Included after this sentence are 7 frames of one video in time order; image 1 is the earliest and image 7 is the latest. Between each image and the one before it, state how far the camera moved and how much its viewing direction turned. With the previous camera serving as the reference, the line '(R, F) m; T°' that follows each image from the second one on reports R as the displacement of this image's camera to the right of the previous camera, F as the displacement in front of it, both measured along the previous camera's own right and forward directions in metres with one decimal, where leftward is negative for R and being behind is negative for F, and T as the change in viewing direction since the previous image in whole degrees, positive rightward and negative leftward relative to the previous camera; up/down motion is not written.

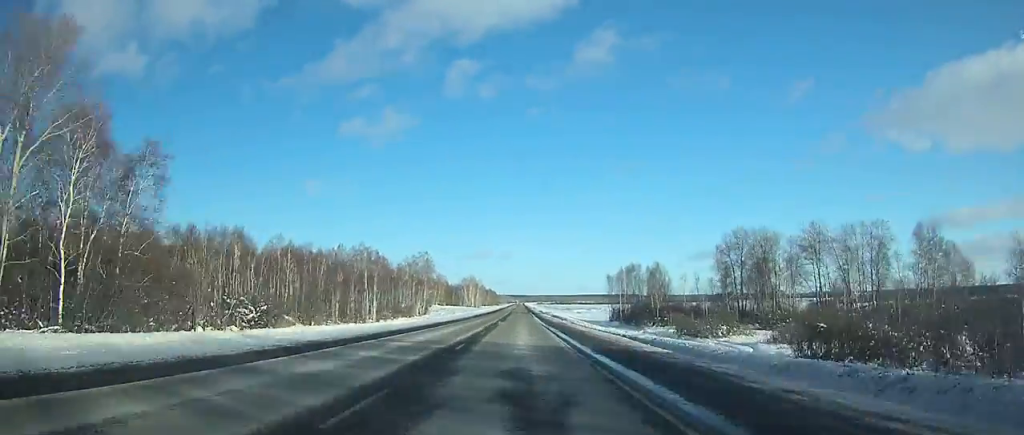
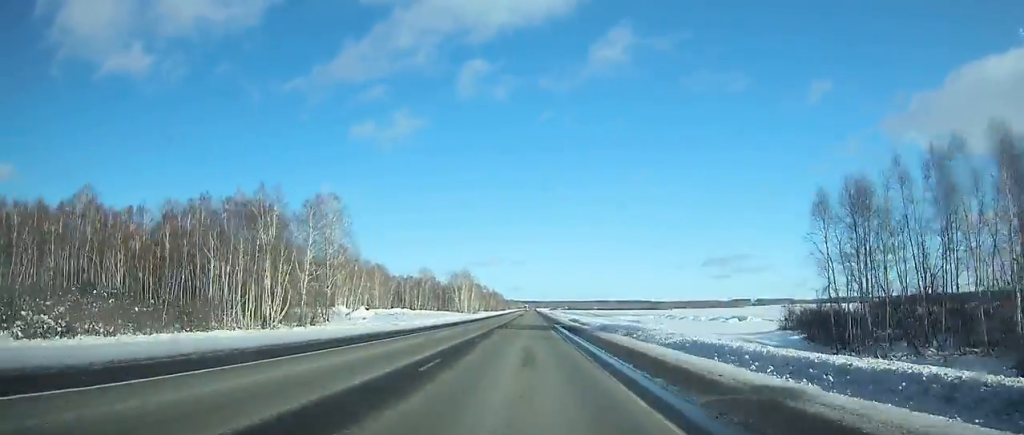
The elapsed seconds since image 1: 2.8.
(-0.7, +88.8) m; -1°
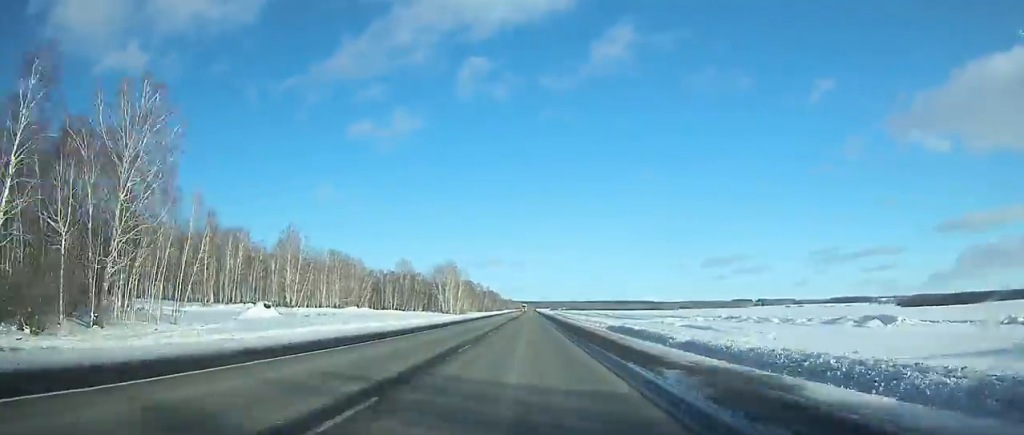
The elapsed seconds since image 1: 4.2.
(-0.2, +44.7) m; 0°
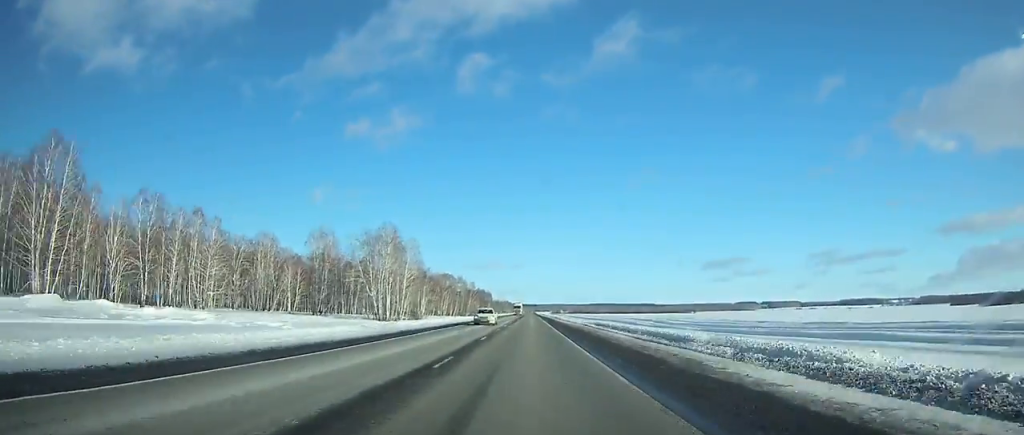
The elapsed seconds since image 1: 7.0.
(-0.1, +90.0) m; 0°
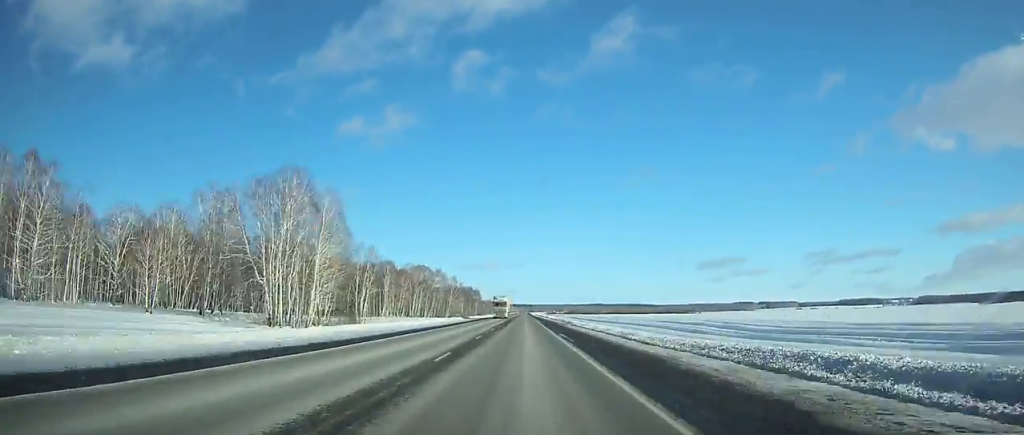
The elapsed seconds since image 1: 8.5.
(+0.1, +48.7) m; 0°
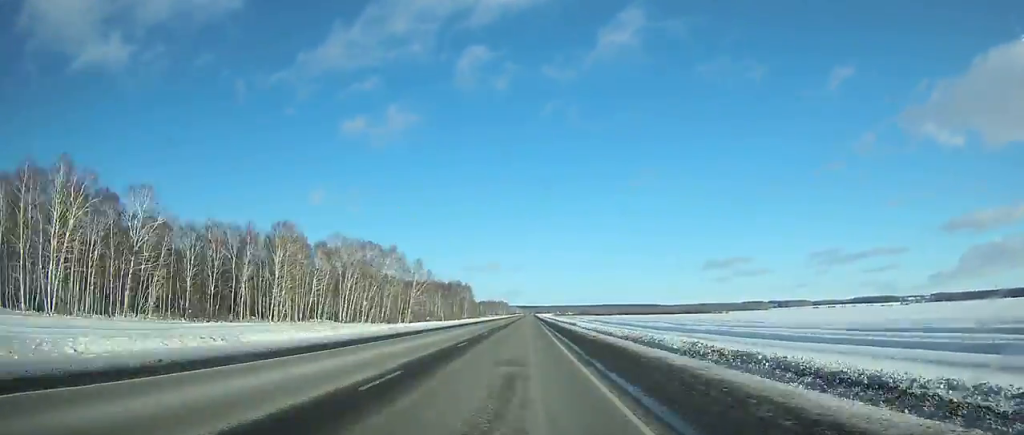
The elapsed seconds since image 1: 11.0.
(+0.1, +81.5) m; 0°
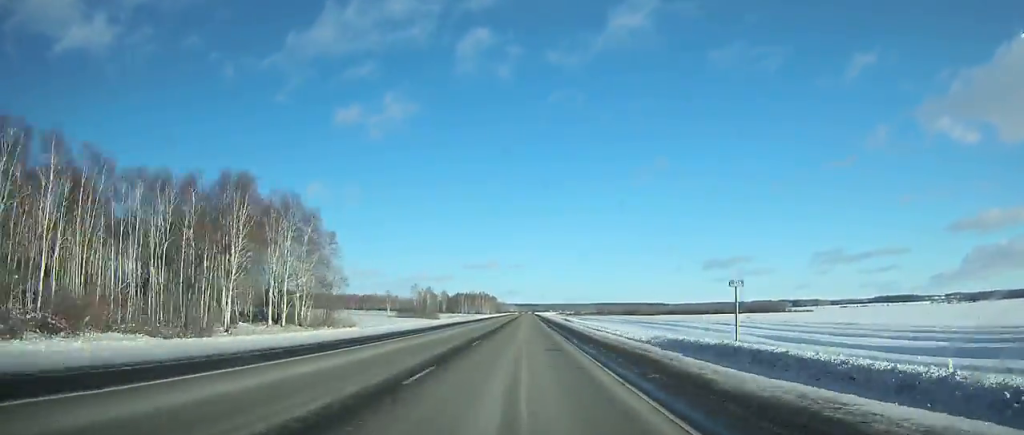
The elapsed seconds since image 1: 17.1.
(-0.5, +195.5) m; 0°
